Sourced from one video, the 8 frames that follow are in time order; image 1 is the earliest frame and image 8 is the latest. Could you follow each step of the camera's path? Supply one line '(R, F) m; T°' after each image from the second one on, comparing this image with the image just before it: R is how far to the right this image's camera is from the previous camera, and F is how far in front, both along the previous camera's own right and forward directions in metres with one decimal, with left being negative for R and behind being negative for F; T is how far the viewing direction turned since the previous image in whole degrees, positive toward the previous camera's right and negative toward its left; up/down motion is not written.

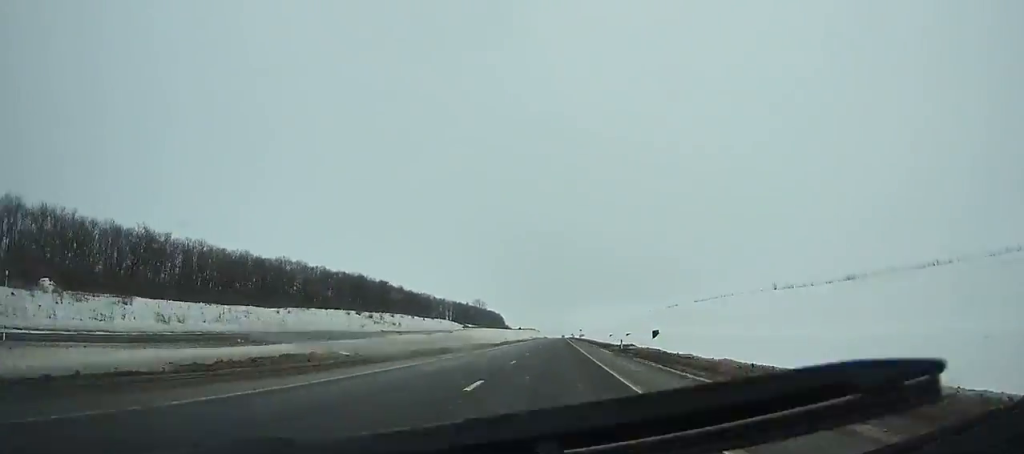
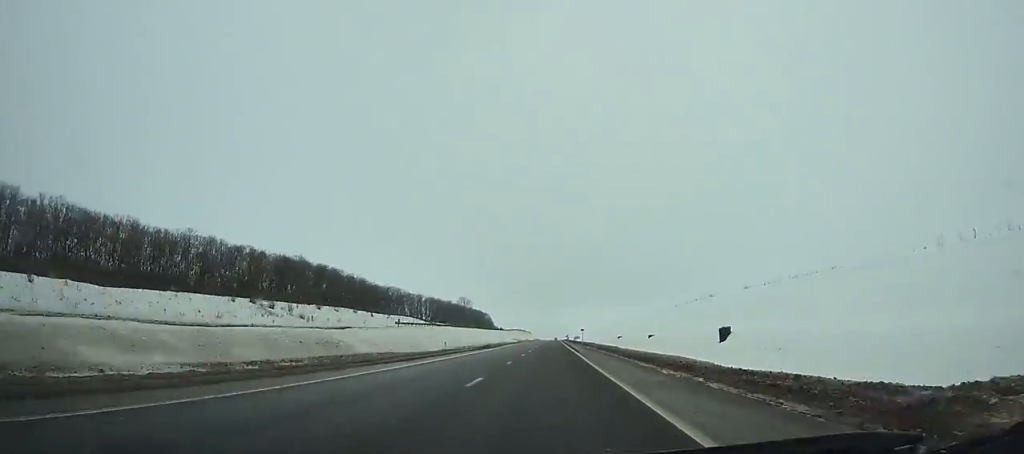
(0.0, +45.8) m; 0°
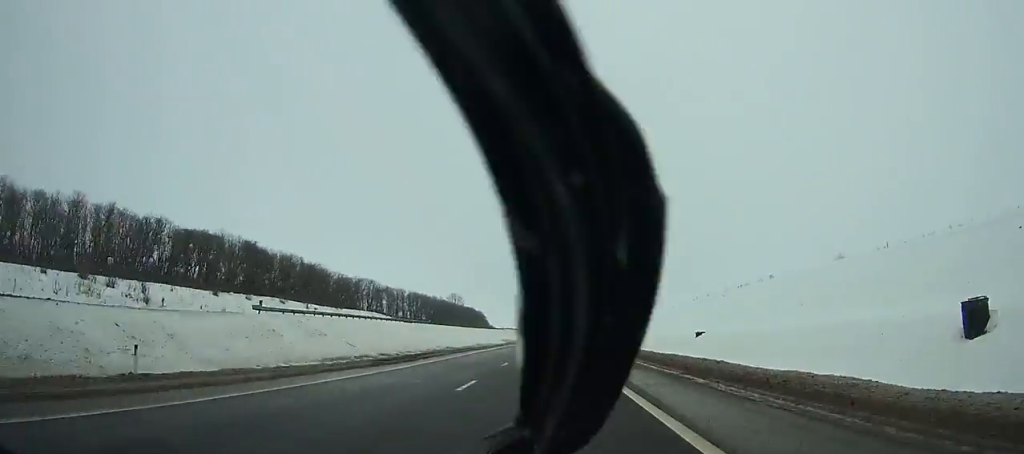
(0.0, +36.6) m; 0°
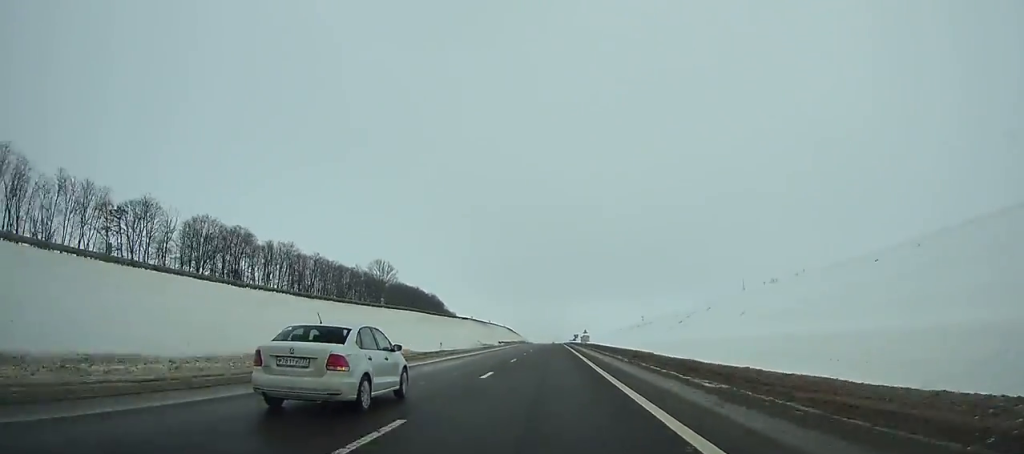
(-0.5, +162.4) m; 0°
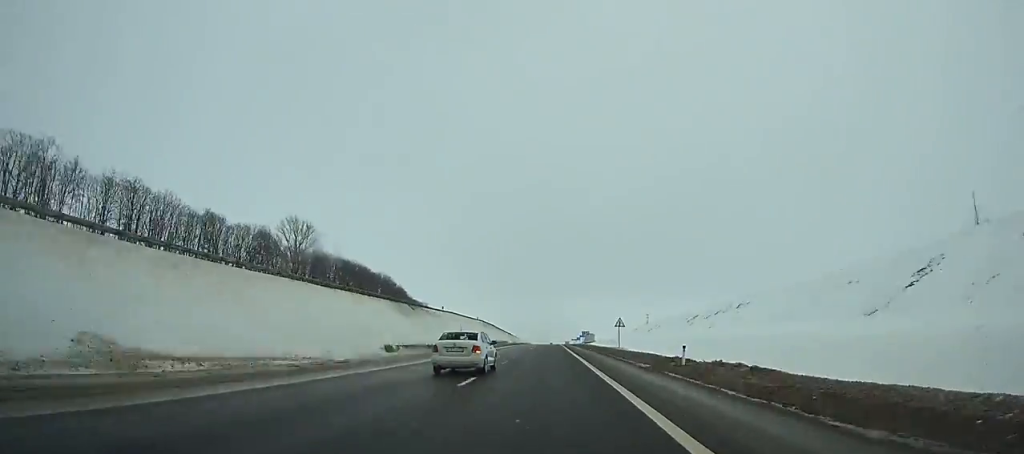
(0.0, +74.2) m; 0°
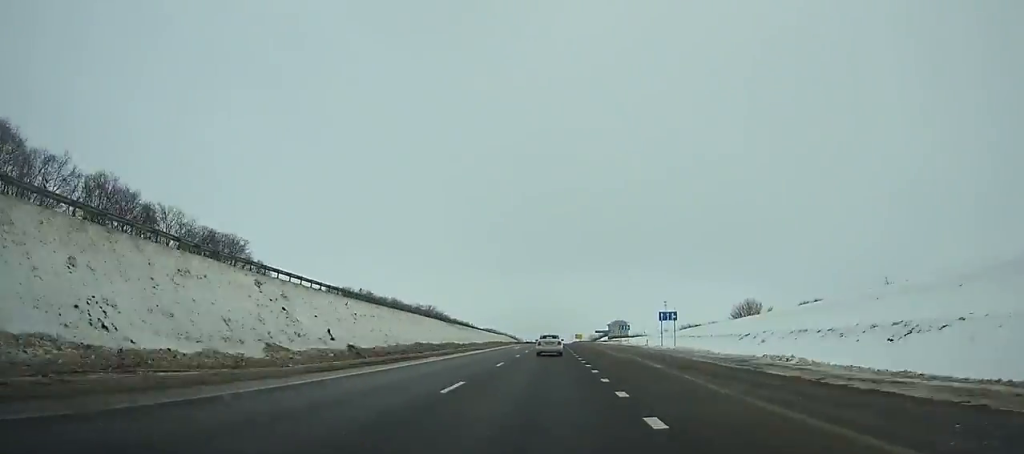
(-0.9, +166.8) m; 0°
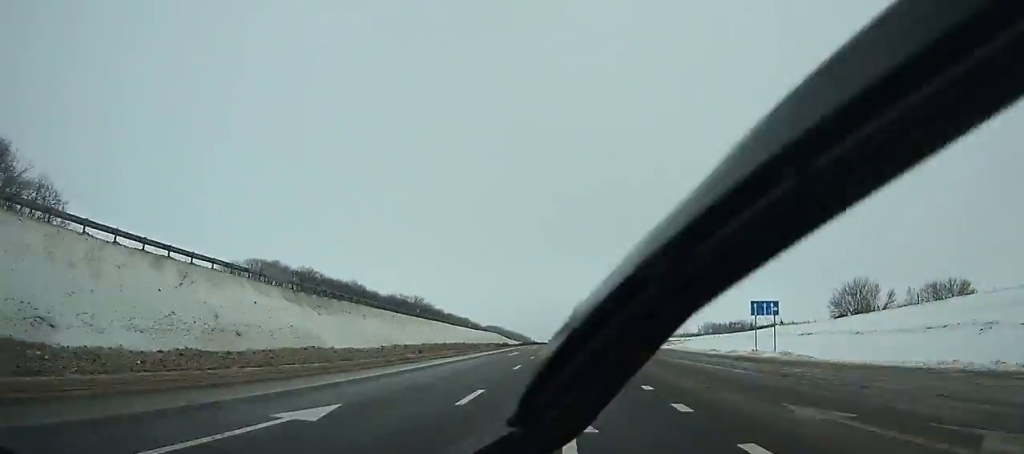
(0.0, +60.8) m; 0°
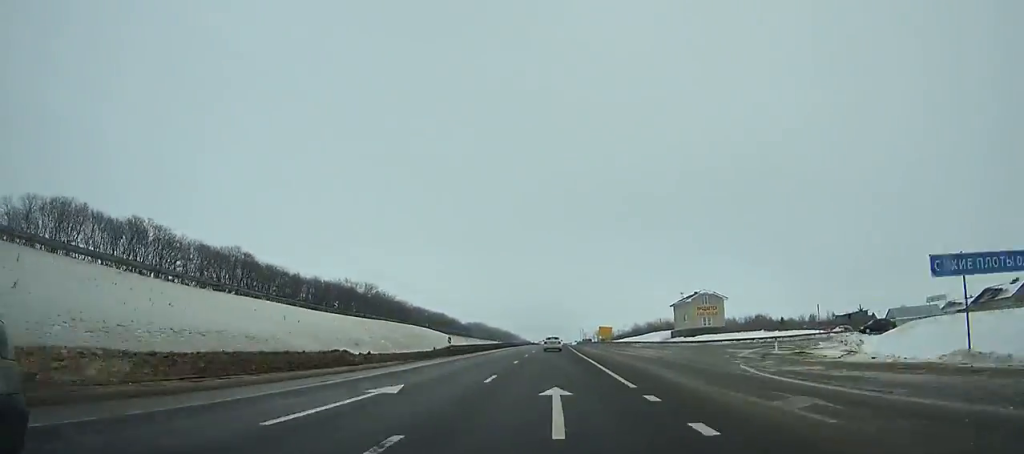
(+0.1, +66.2) m; 0°
